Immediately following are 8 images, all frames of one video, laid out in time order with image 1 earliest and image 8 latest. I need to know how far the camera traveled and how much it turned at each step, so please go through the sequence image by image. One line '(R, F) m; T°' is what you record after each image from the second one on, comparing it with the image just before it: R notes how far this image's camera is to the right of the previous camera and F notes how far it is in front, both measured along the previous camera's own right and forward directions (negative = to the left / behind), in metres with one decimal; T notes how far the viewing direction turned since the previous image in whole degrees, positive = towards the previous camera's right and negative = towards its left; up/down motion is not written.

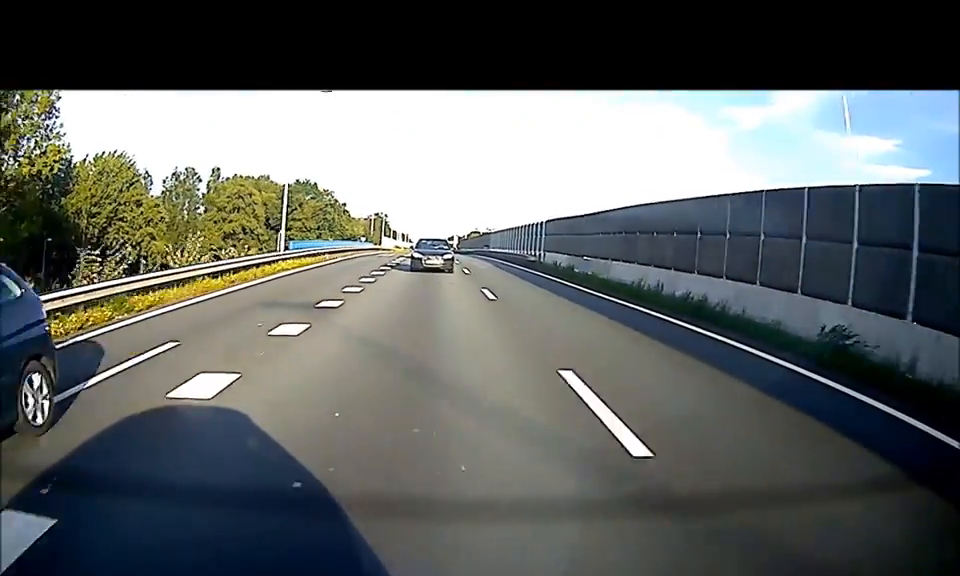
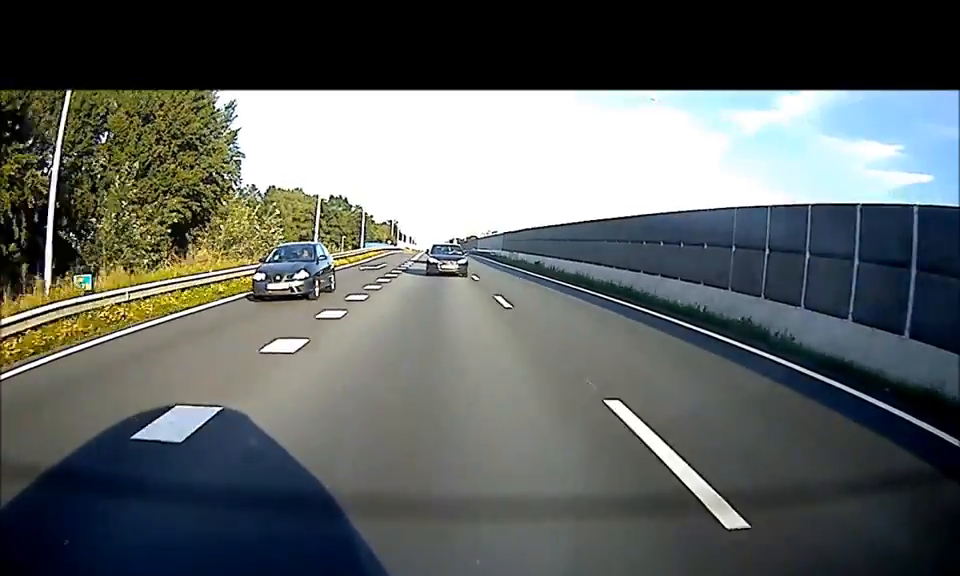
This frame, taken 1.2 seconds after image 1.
(+0.1, +28.9) m; 0°
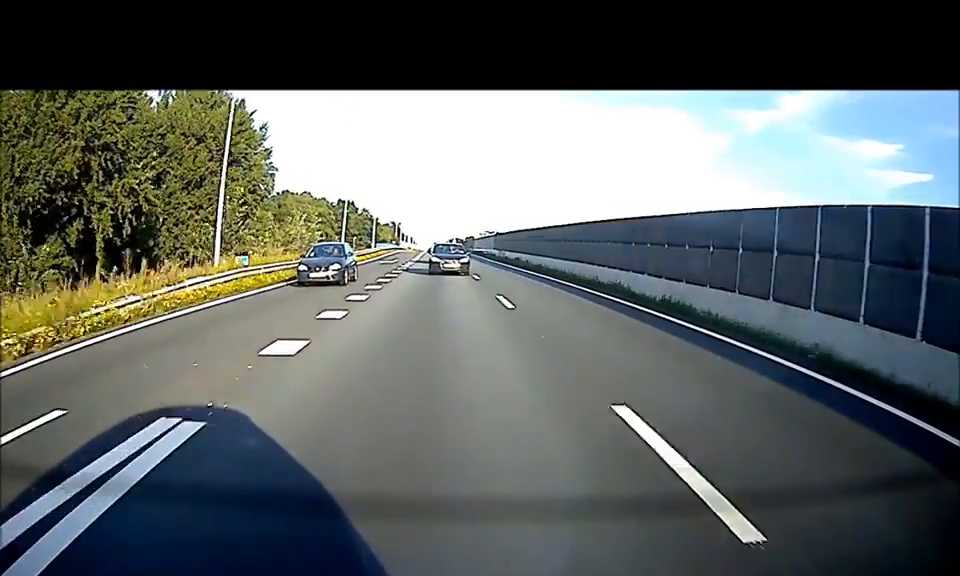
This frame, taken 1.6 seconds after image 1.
(0.0, +12.3) m; 0°
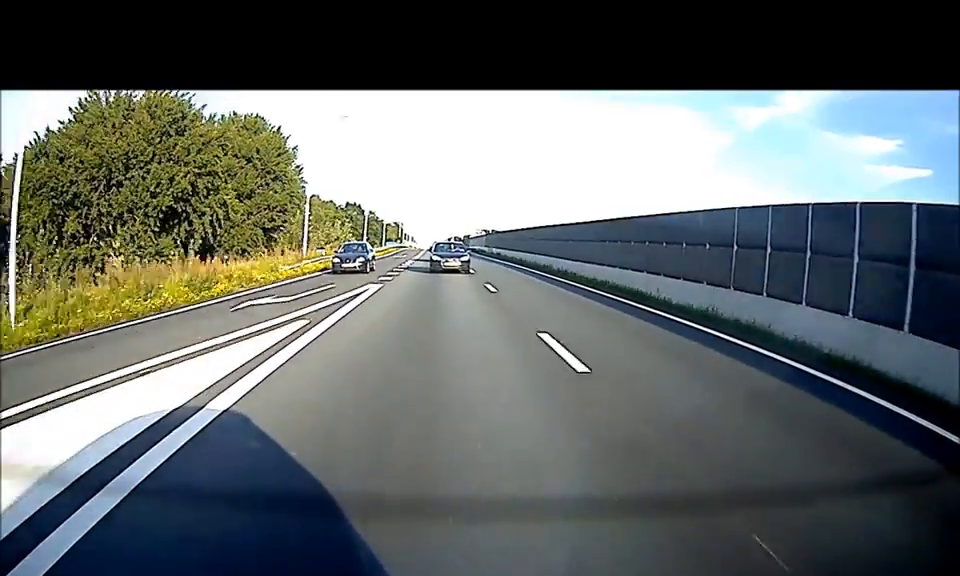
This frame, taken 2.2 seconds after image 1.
(0.0, +16.5) m; 0°
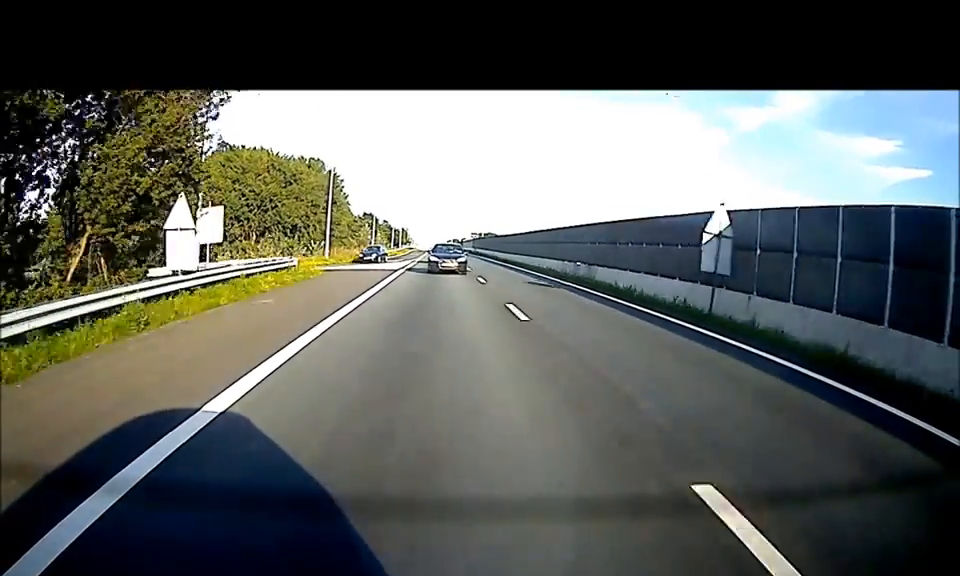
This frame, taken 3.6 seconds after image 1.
(+0.2, +48.9) m; 0°
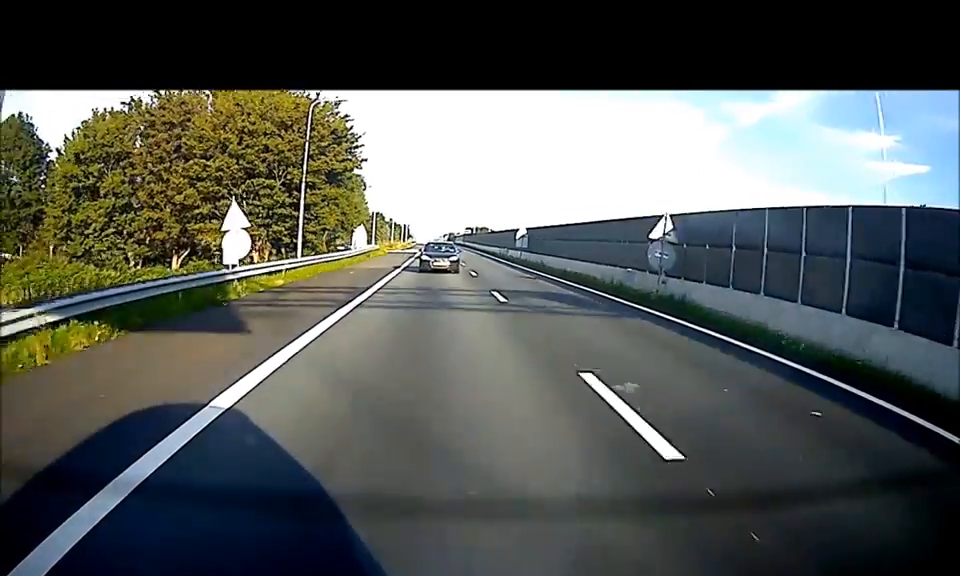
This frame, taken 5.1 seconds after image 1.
(+0.1, +50.8) m; 0°
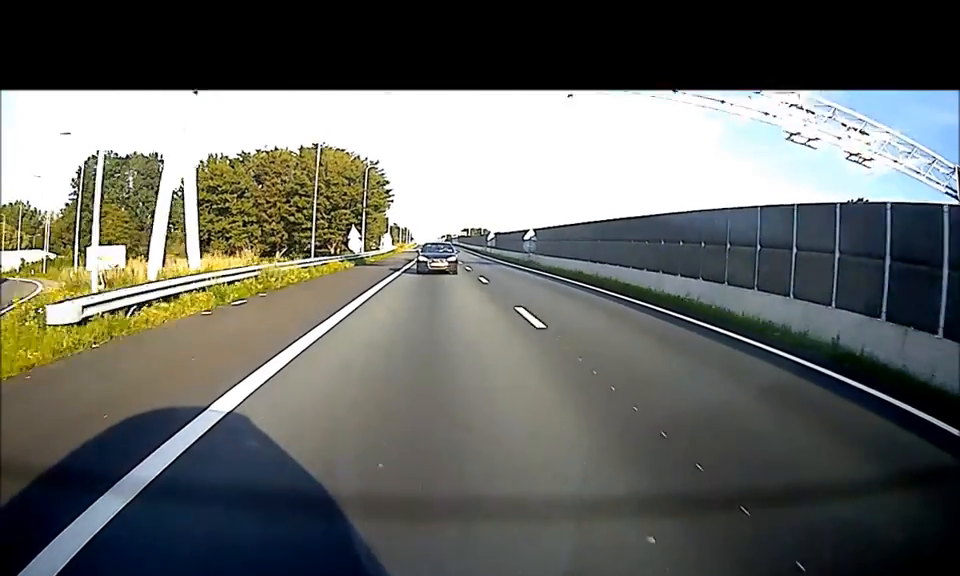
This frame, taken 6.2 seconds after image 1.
(-0.3, +37.0) m; 0°
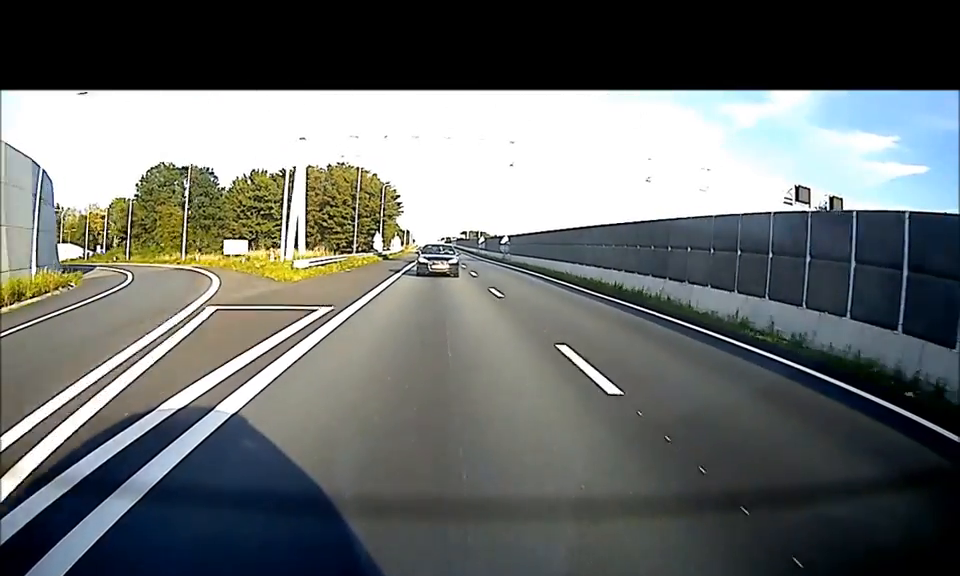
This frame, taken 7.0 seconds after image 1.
(-0.1, +21.6) m; +1°
